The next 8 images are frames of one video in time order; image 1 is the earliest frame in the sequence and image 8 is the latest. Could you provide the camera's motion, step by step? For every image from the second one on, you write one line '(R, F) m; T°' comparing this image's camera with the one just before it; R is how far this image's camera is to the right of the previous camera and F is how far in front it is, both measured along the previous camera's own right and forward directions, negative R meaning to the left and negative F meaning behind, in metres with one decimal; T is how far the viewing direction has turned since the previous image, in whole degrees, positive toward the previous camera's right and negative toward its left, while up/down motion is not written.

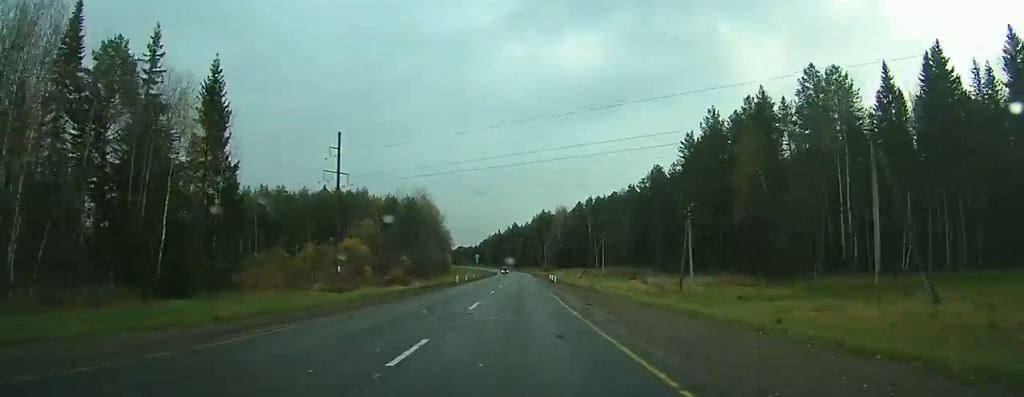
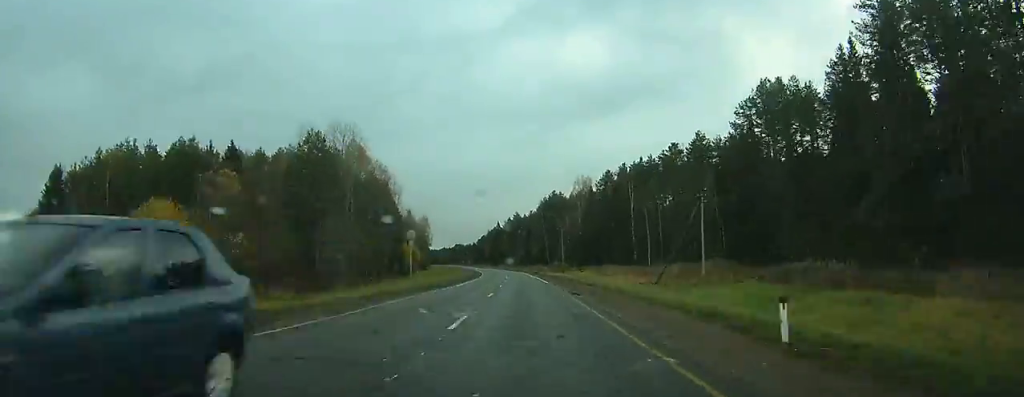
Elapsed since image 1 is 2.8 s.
(-0.1, +67.9) m; -1°
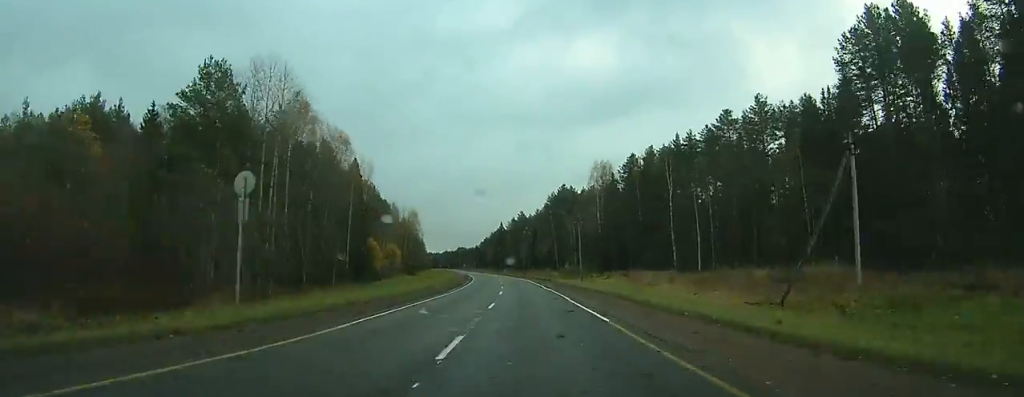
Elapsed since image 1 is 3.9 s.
(-0.1, +27.4) m; -1°
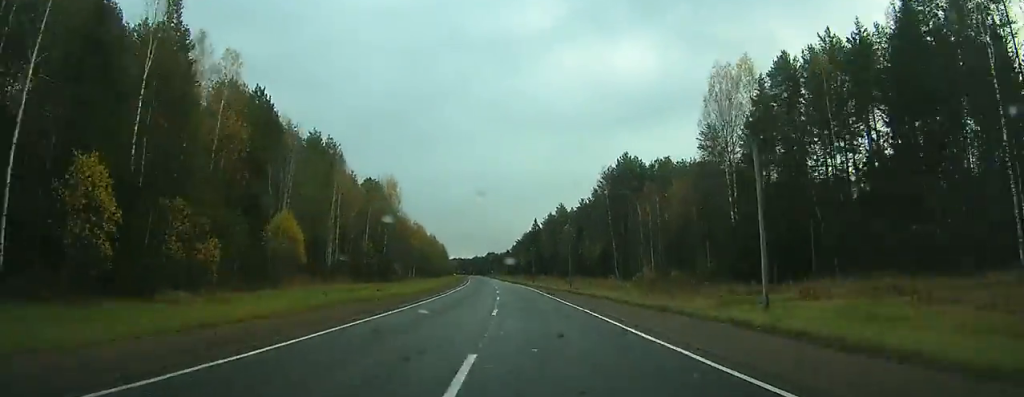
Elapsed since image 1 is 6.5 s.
(-0.9, +63.3) m; -3°
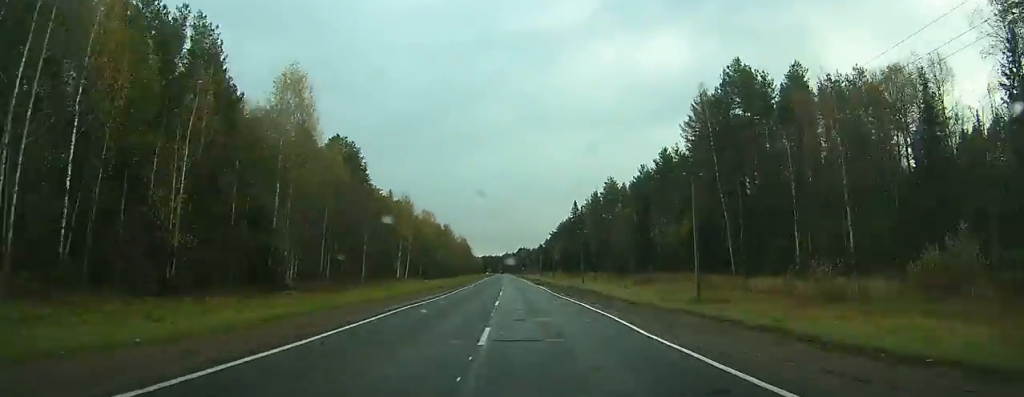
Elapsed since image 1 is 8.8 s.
(-1.9, +56.1) m; -3°
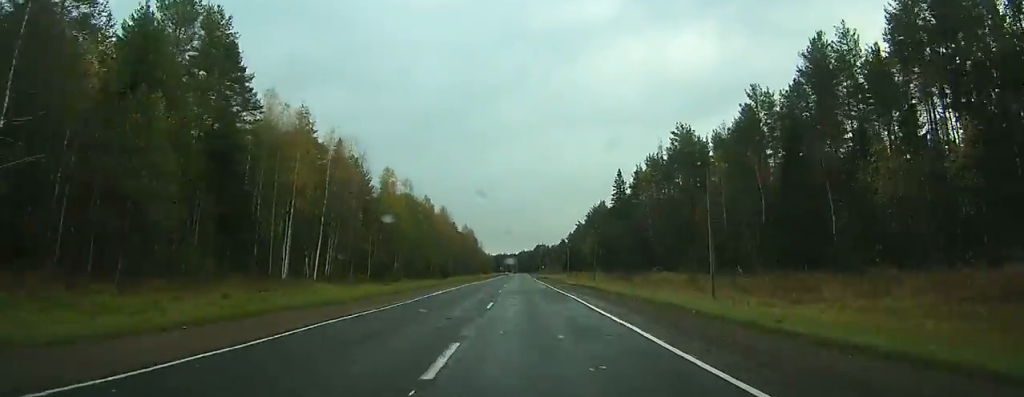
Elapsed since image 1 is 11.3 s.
(-1.4, +64.3) m; -2°
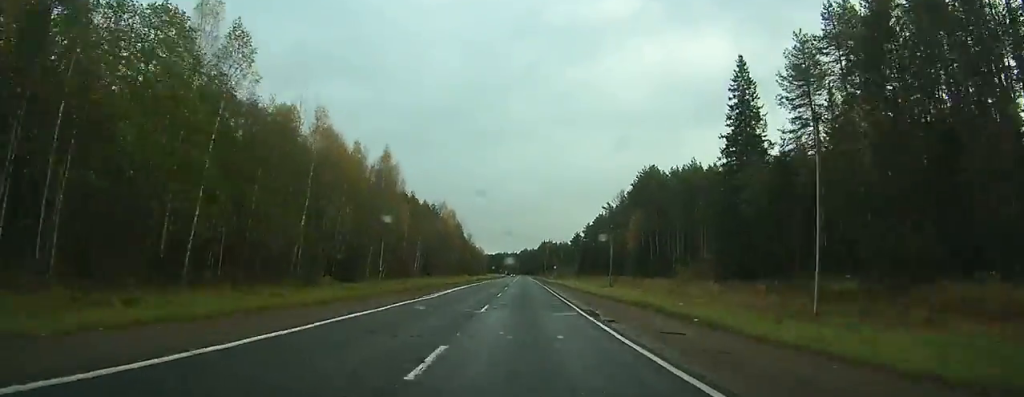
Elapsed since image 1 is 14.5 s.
(-0.3, +83.0) m; 0°
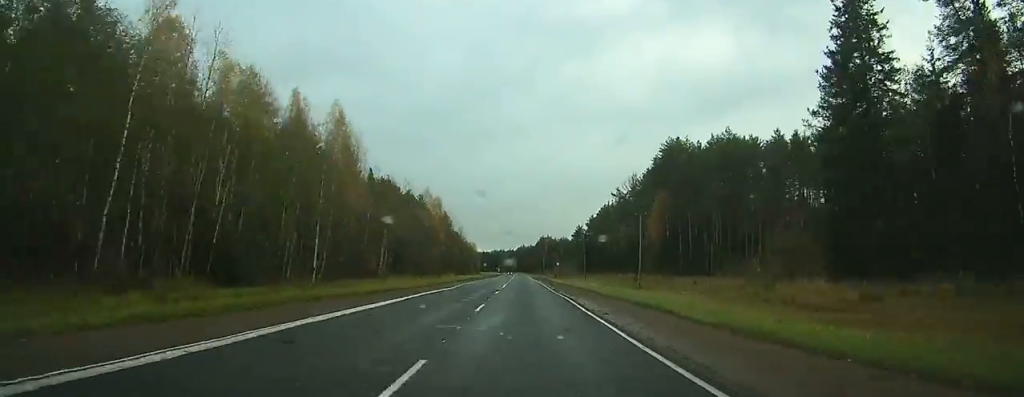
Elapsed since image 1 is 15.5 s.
(0.0, +26.0) m; 0°
